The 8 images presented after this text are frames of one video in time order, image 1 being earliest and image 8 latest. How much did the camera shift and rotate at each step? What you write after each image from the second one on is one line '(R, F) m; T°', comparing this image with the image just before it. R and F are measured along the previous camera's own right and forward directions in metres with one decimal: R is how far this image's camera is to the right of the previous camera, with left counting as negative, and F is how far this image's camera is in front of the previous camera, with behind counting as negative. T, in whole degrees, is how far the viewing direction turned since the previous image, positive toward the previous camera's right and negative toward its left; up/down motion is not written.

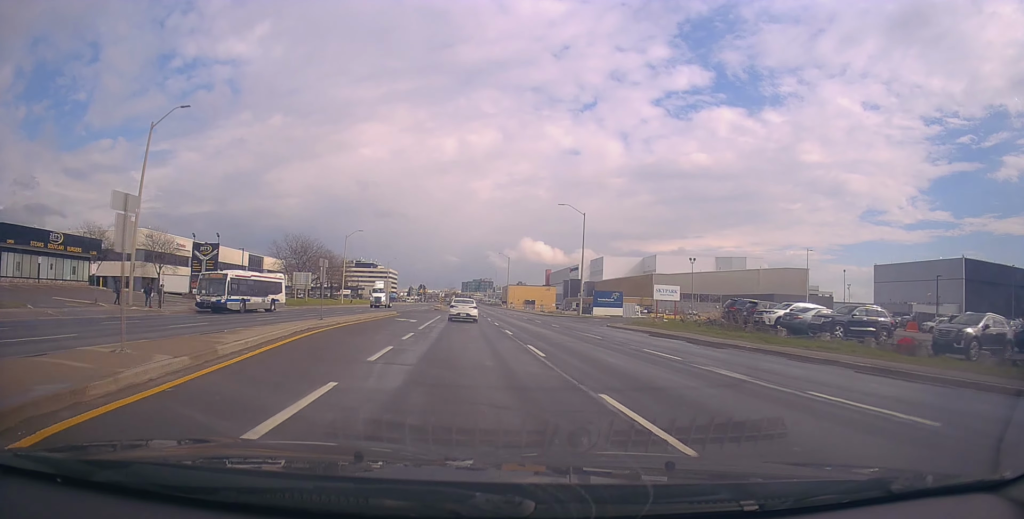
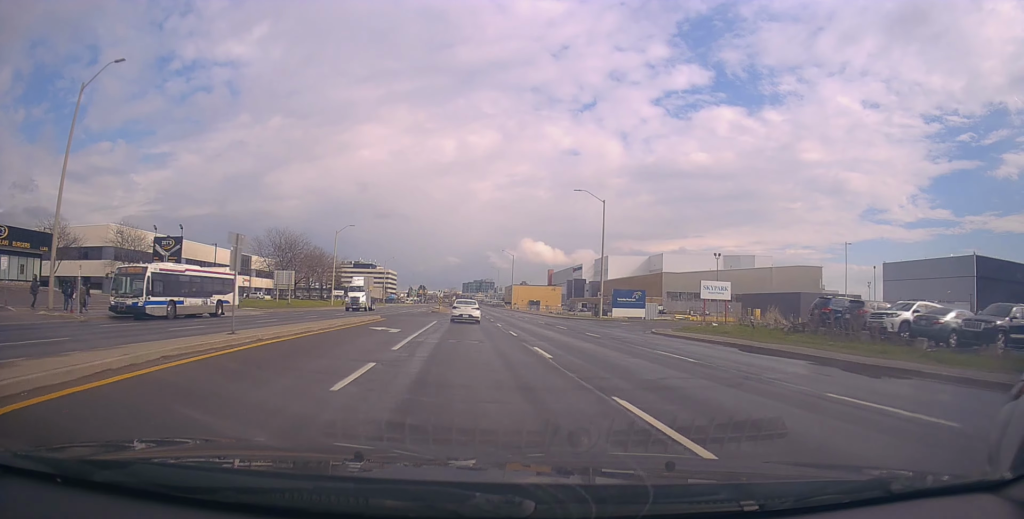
(-0.2, +9.6) m; 0°
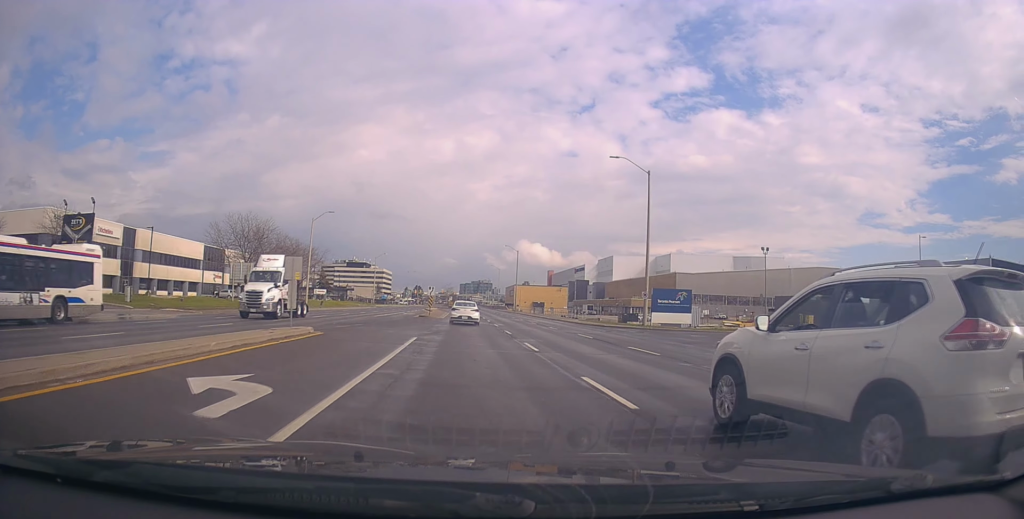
(+0.4, +15.7) m; +1°
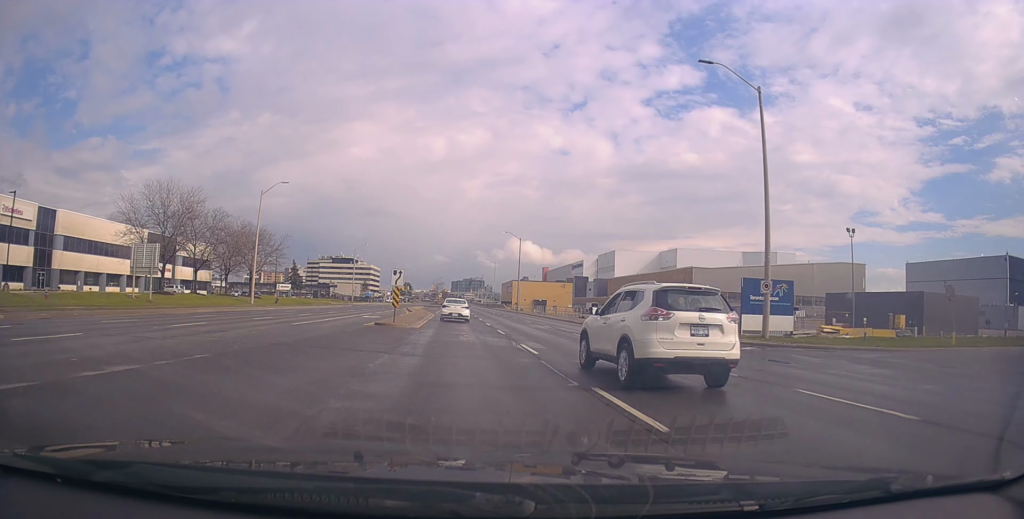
(-0.1, +19.6) m; -1°
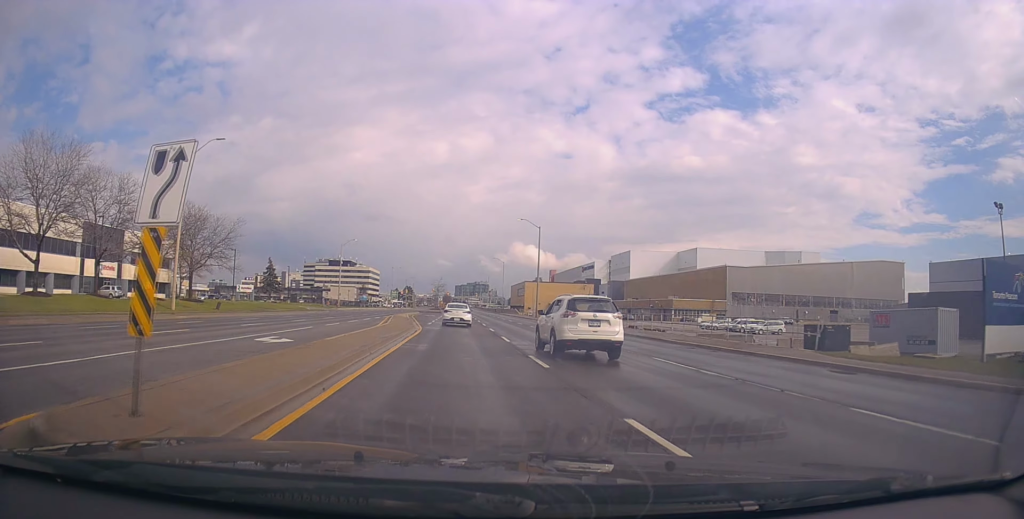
(-0.1, +20.4) m; 0°
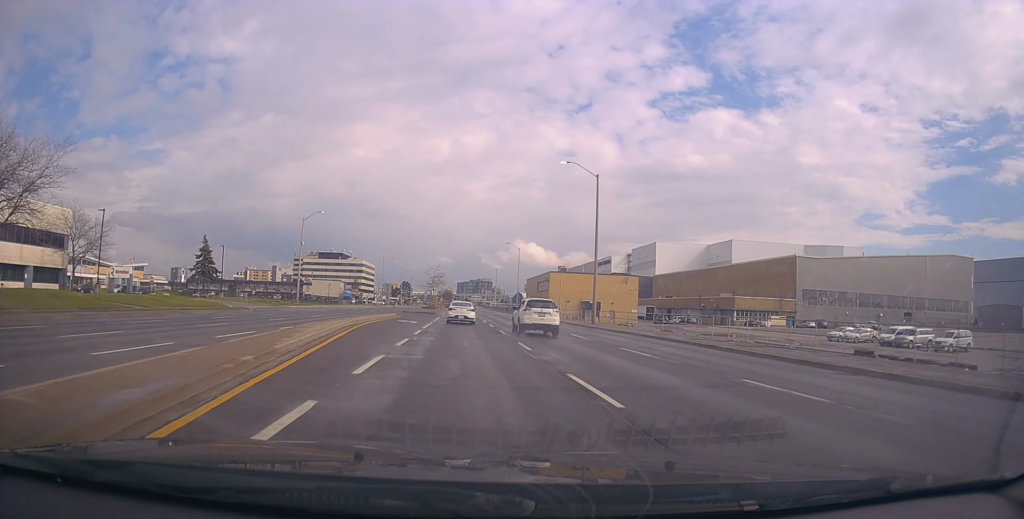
(+0.5, +32.1) m; +1°
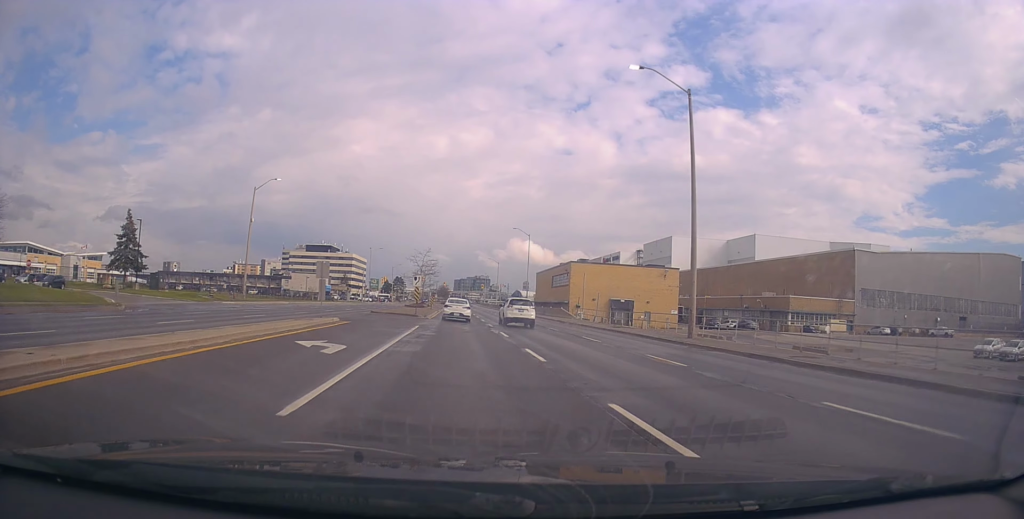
(-0.3, +21.3) m; -1°
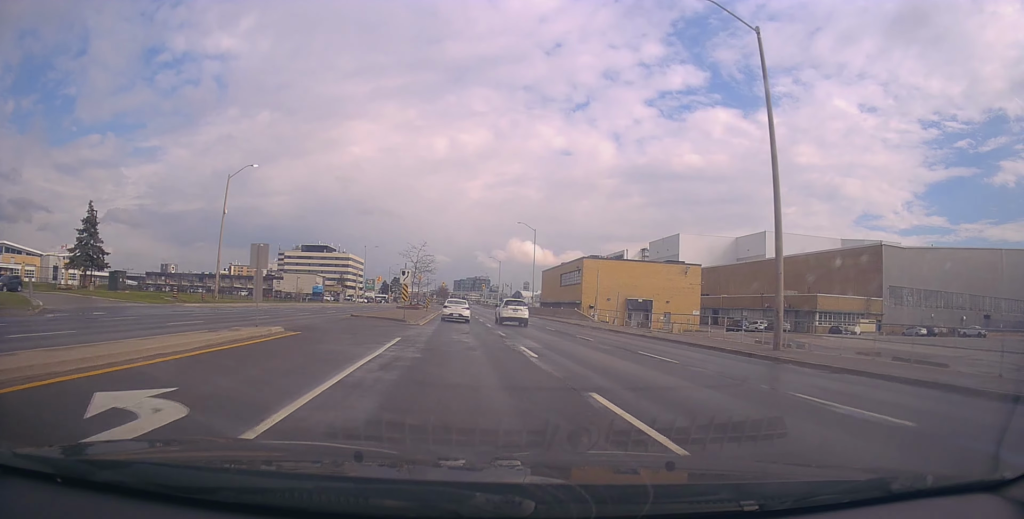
(-0.1, +8.0) m; 0°
